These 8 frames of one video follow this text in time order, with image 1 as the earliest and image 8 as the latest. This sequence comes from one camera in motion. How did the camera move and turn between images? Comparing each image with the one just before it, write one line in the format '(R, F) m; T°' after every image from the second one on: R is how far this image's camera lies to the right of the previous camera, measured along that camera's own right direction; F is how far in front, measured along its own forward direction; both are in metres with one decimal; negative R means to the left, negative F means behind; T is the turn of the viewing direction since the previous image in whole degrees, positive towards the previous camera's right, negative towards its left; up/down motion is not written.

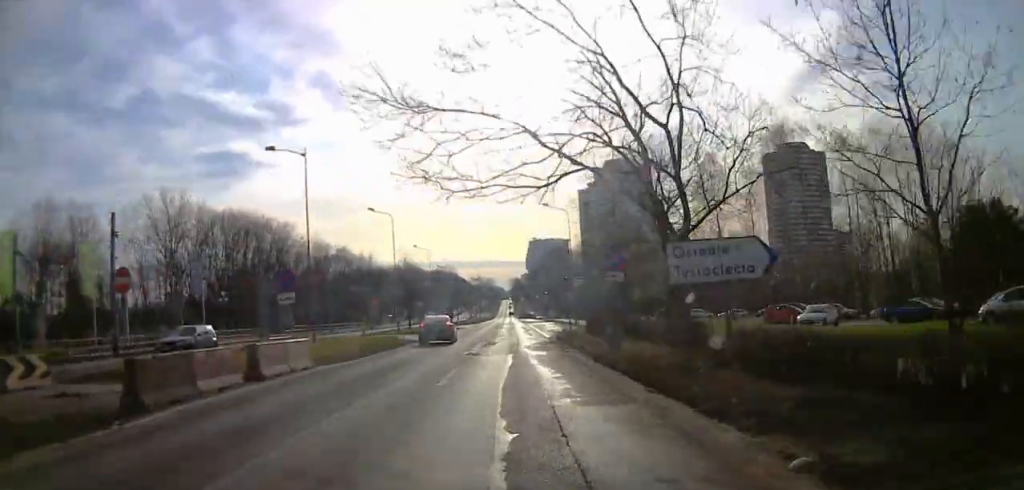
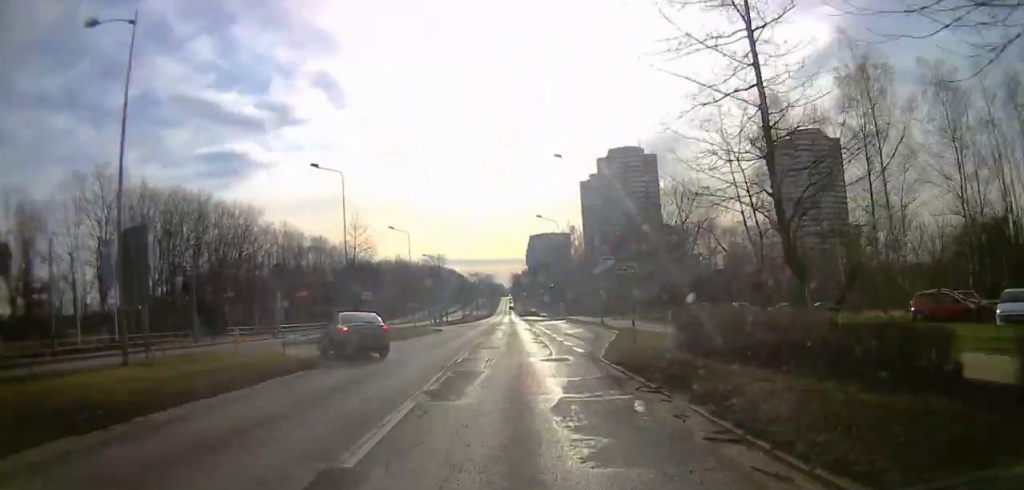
(-0.5, +18.6) m; -2°
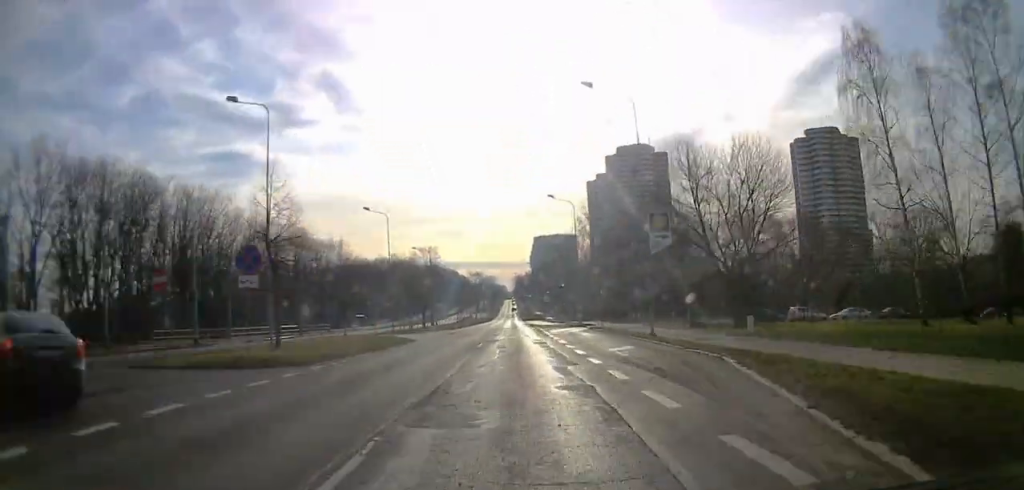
(0.0, +15.3) m; 0°
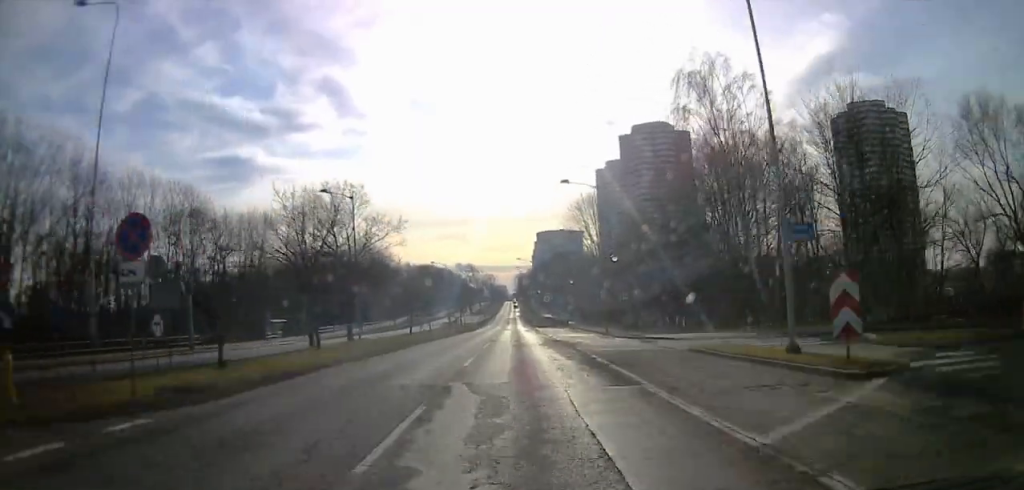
(0.0, +45.6) m; 0°
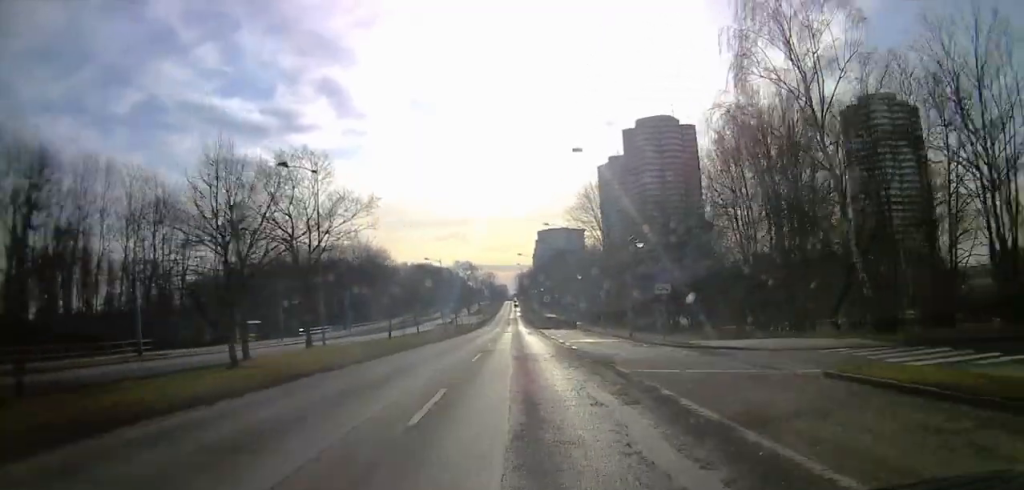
(0.0, +9.1) m; 0°
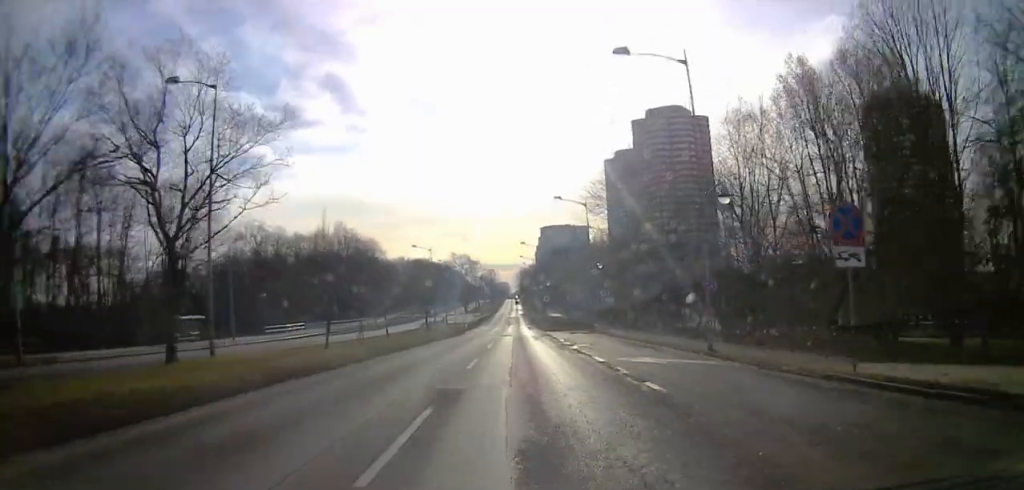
(0.0, +15.0) m; 0°
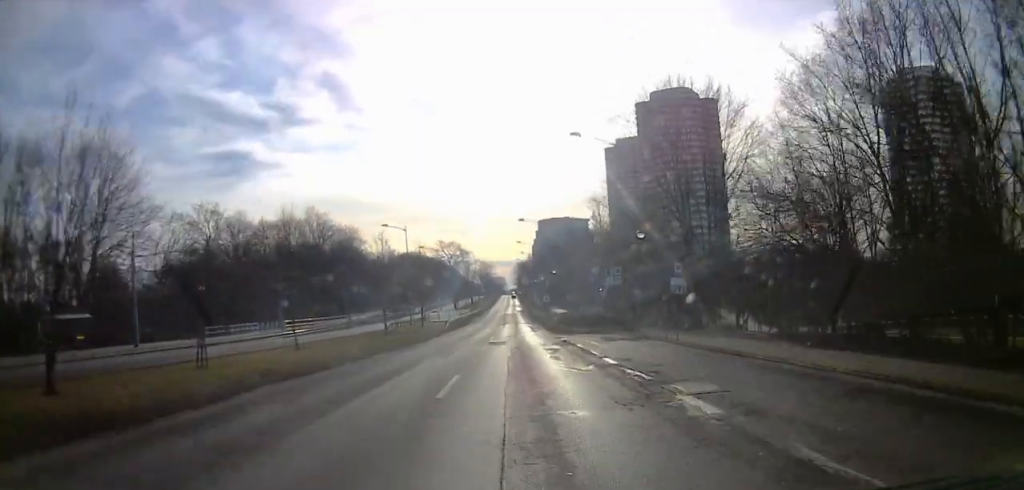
(0.0, +18.6) m; -1°
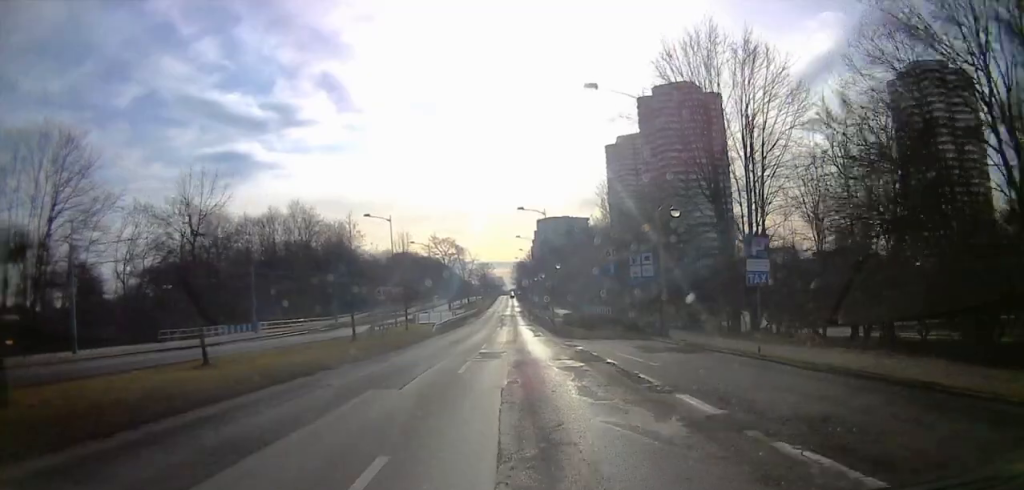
(+0.1, +8.8) m; -1°
